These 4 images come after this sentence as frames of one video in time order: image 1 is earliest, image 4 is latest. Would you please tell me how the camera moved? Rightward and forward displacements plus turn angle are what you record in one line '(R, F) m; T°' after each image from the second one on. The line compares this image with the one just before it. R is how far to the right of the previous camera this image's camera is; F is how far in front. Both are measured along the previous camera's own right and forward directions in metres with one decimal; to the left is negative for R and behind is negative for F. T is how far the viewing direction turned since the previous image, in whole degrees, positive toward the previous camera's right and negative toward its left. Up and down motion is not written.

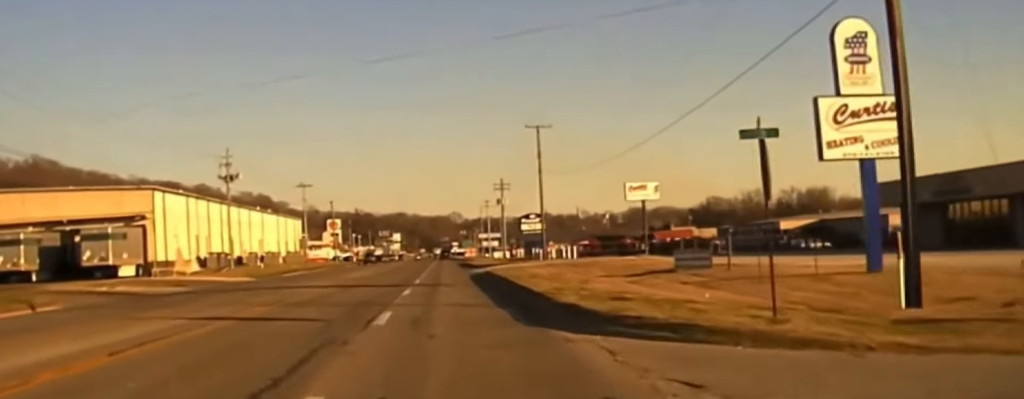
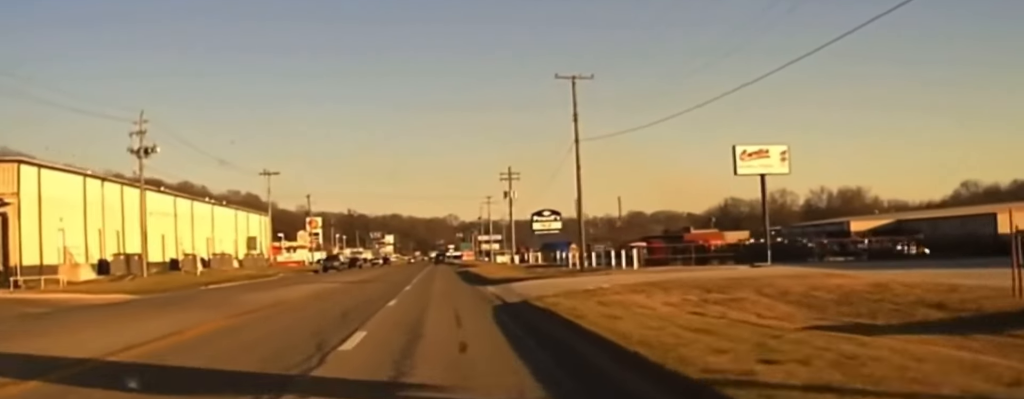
(+0.3, +31.1) m; 0°
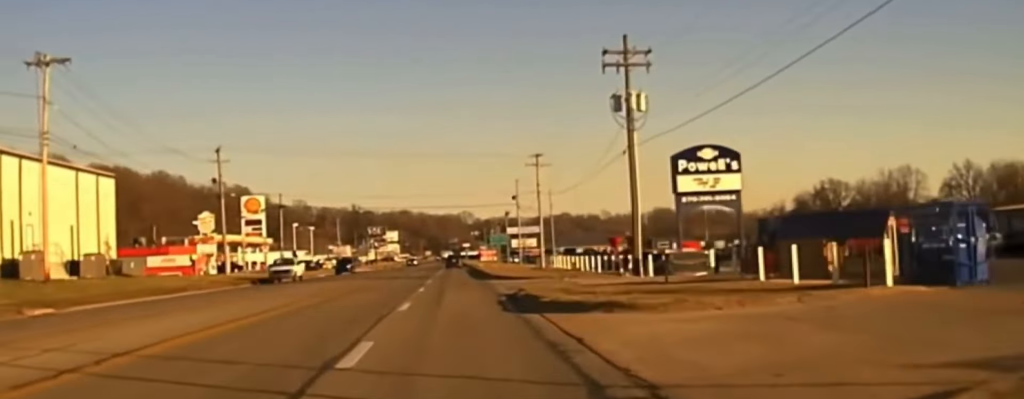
(-1.0, +76.9) m; -1°
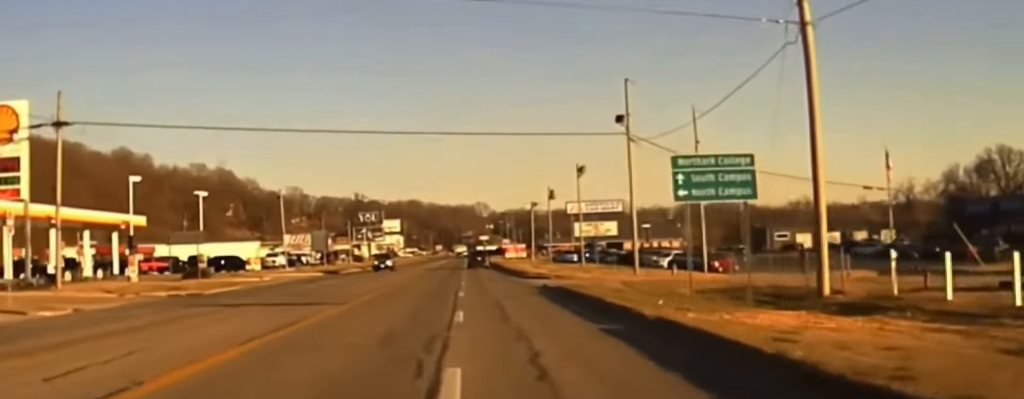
(+0.1, +71.1) m; 0°
